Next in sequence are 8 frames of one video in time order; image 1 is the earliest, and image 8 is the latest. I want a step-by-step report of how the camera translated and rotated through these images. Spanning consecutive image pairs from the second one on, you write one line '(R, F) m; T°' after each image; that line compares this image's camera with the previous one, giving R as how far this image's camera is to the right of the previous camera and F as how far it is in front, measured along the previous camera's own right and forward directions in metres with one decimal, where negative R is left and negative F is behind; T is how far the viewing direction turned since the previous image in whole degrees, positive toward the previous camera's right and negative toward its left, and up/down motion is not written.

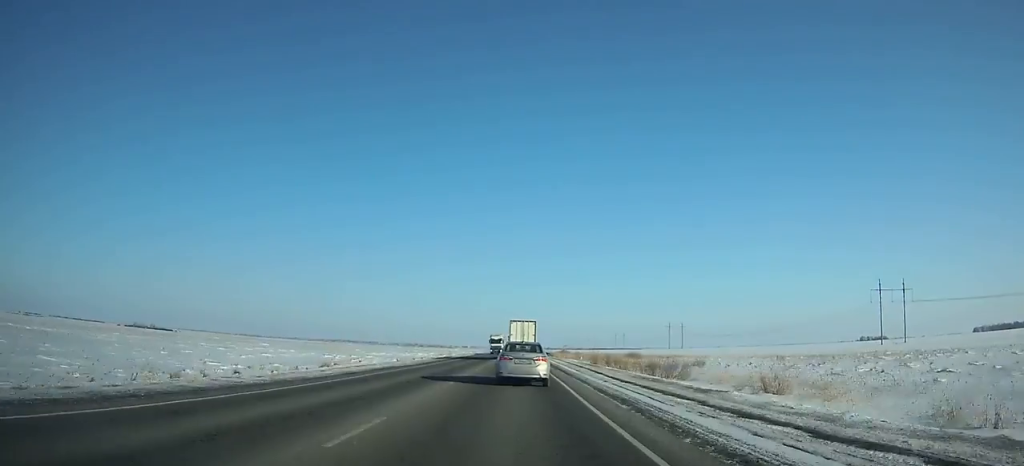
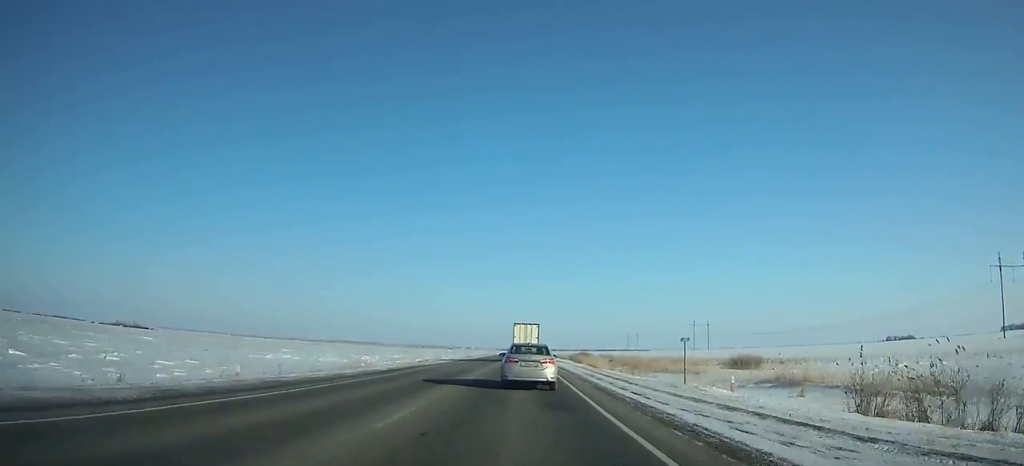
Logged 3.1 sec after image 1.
(0.0, +70.2) m; 0°
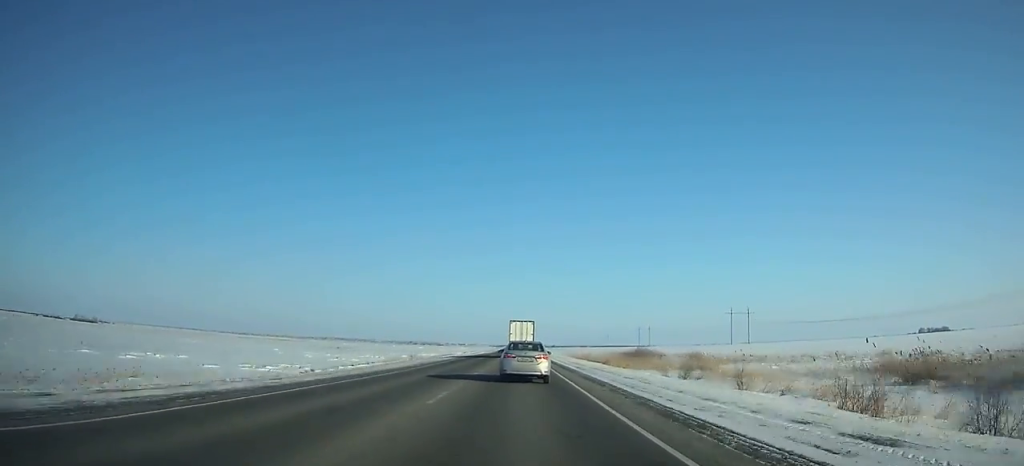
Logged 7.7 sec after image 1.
(-0.1, +104.4) m; 0°
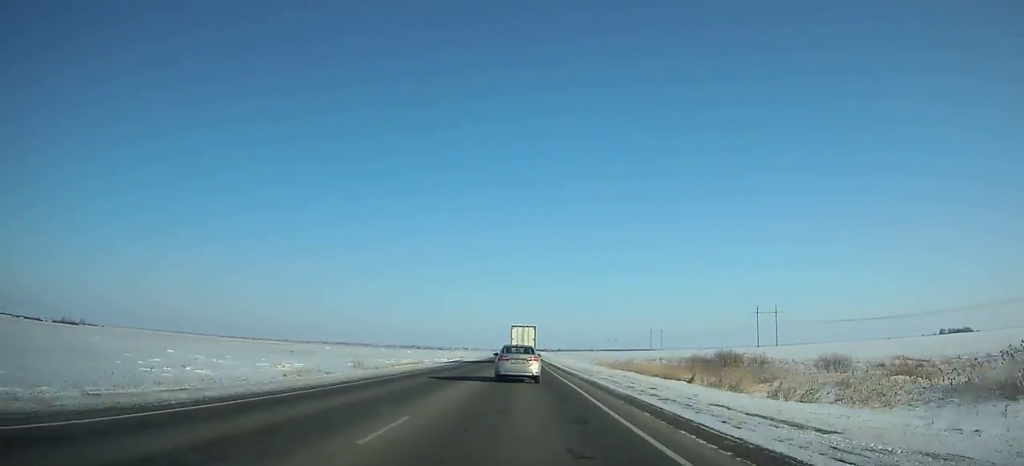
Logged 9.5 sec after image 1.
(0.0, +41.4) m; 0°
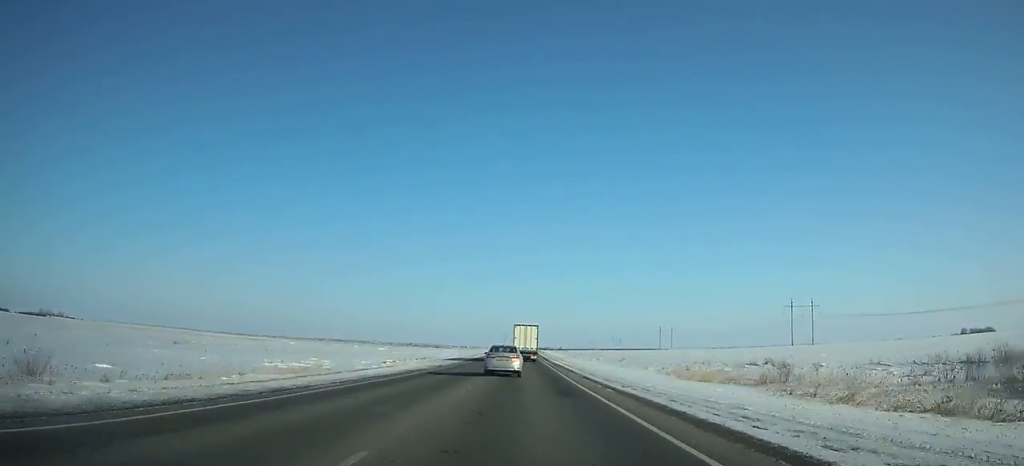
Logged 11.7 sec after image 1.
(0.0, +50.8) m; 0°
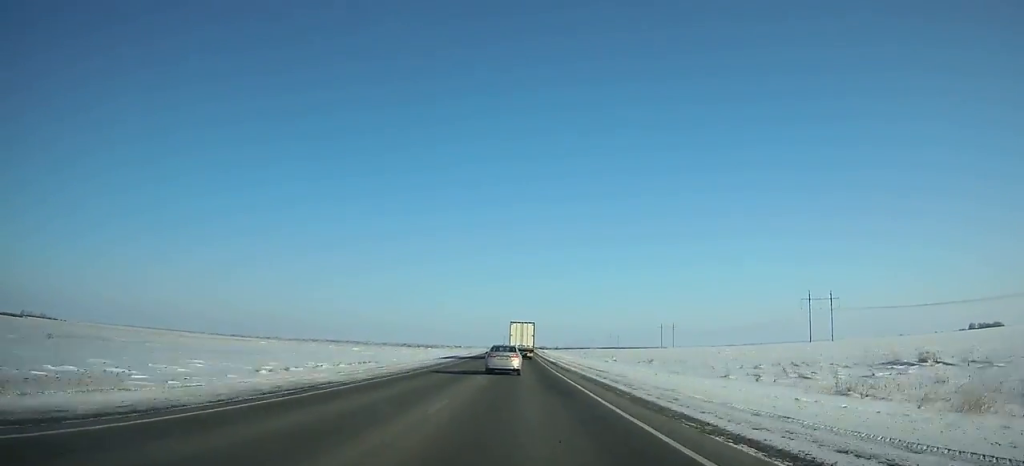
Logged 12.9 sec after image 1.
(0.0, +28.0) m; 0°
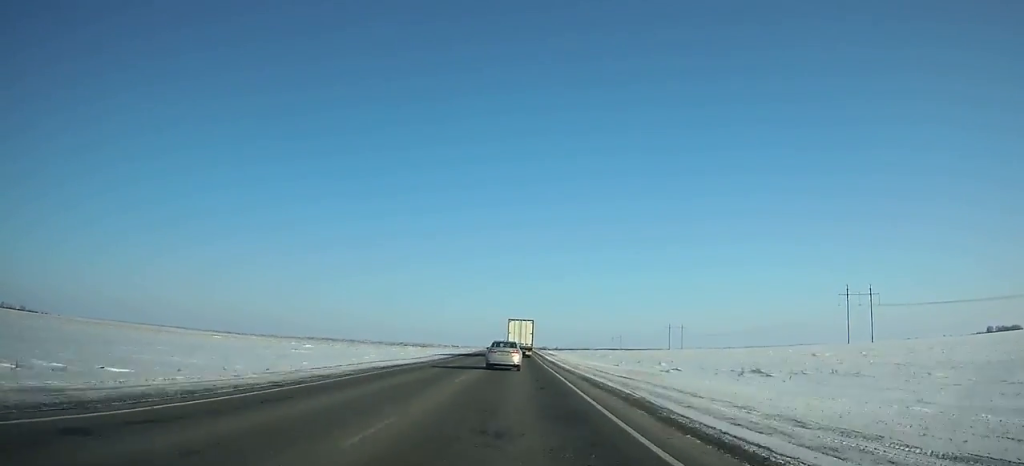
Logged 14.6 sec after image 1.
(0.0, +39.7) m; 0°
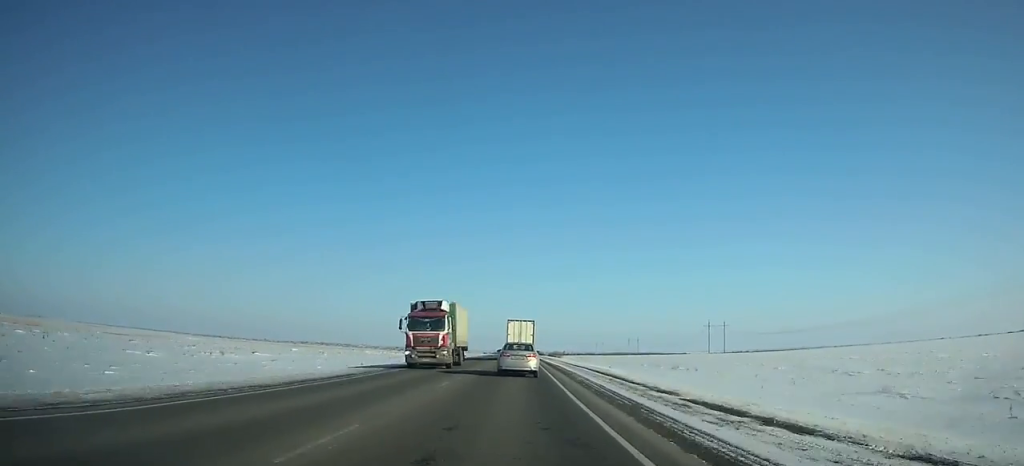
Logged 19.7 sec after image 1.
(+0.1, +119.6) m; 0°
